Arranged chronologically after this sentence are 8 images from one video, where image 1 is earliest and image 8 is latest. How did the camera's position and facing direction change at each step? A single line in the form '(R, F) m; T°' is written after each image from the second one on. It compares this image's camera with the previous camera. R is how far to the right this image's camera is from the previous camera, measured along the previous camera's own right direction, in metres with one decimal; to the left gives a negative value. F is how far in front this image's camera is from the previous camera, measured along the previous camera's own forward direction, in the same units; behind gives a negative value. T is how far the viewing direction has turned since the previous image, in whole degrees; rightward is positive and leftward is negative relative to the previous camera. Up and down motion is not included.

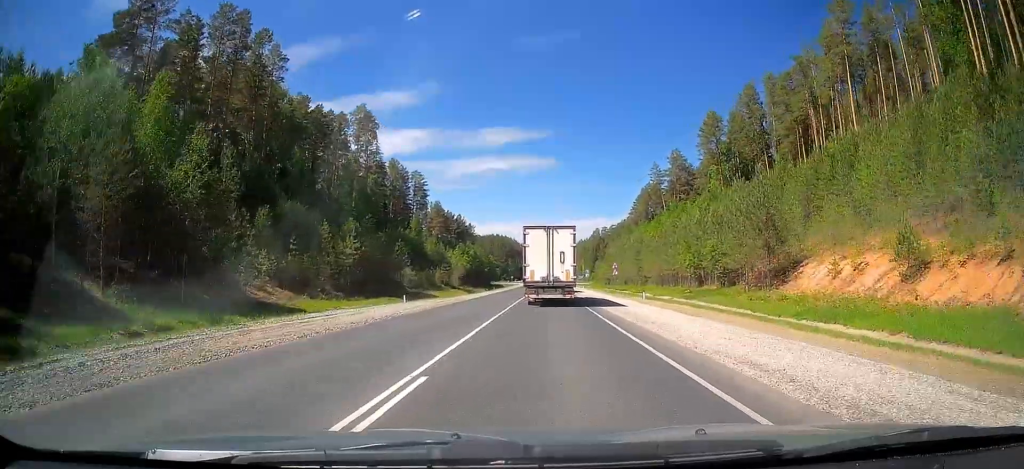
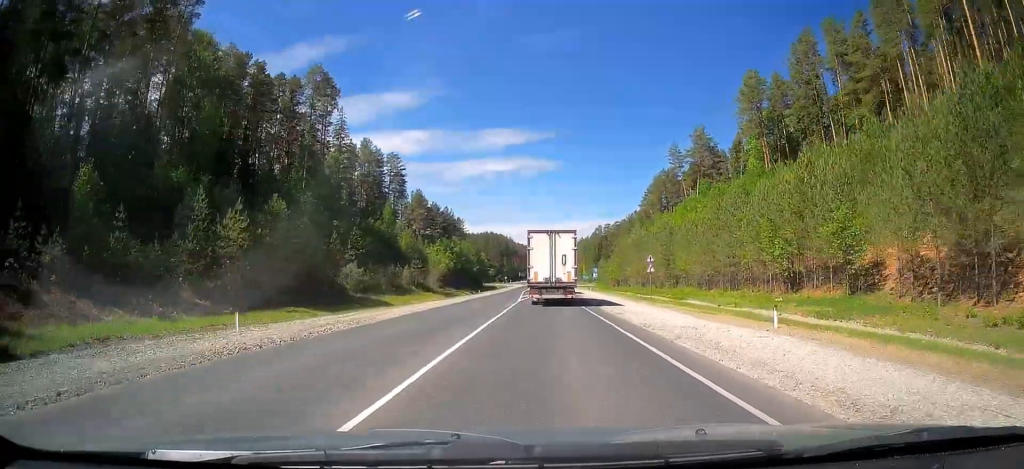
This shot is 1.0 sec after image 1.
(+0.2, +23.0) m; -1°
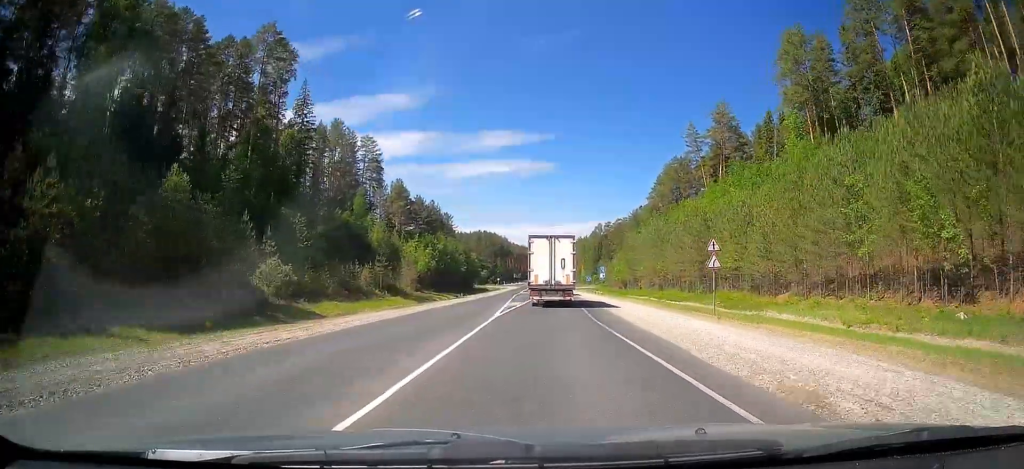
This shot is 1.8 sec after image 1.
(-0.4, +16.8) m; 0°
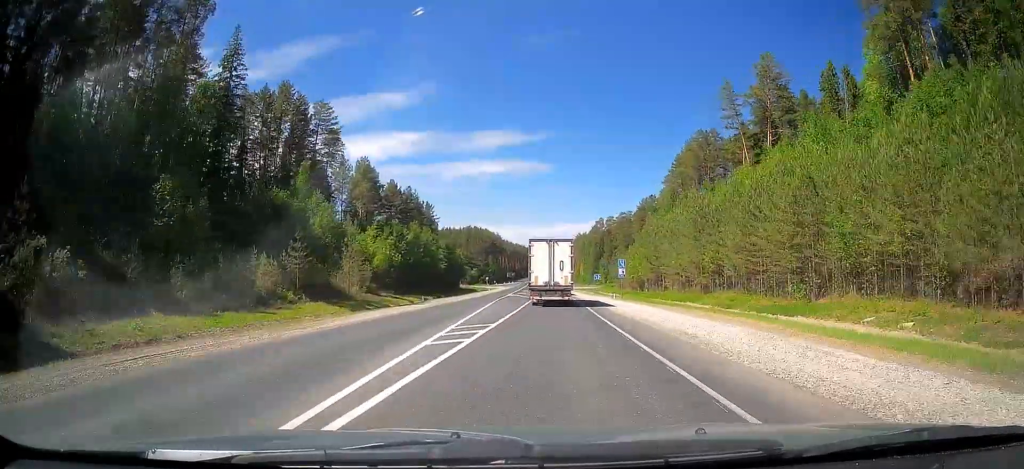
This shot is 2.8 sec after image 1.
(+0.3, +23.0) m; +1°
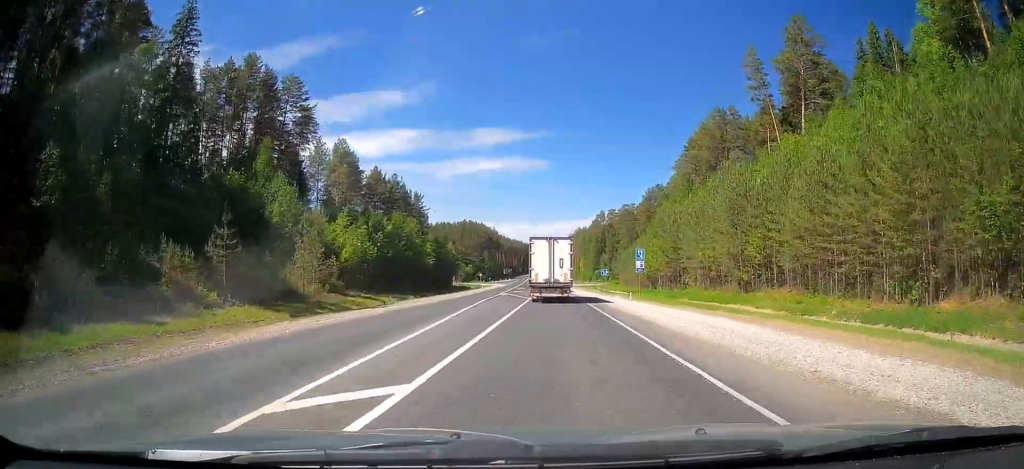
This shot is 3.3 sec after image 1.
(0.0, +11.4) m; +1°
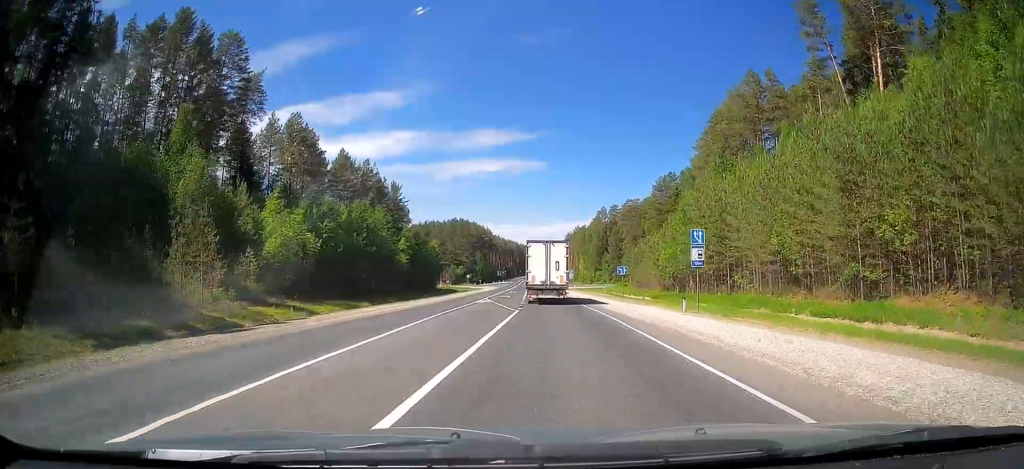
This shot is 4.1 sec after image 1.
(0.0, +17.6) m; +1°
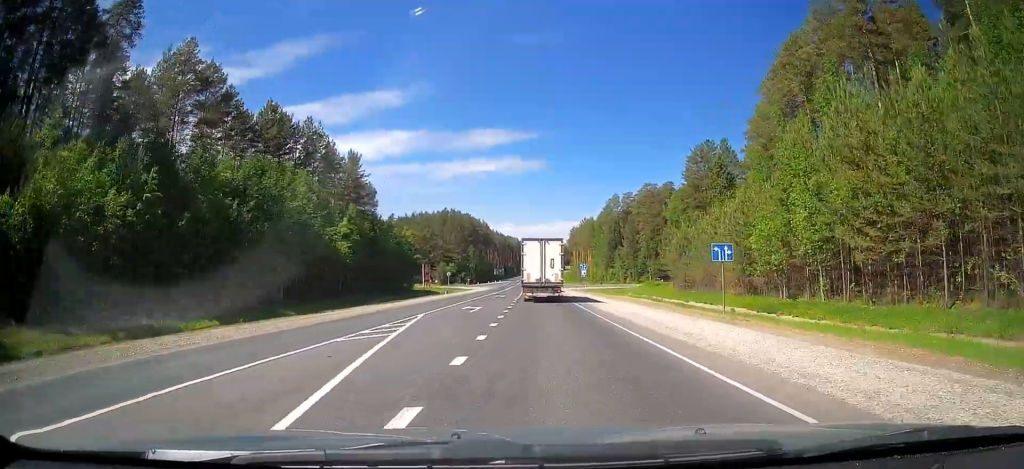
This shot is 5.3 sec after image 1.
(+0.2, +28.0) m; -1°
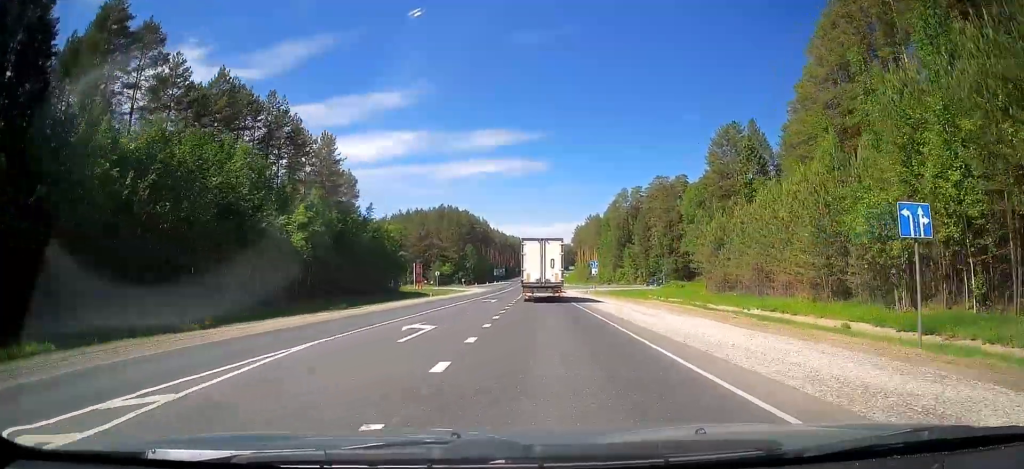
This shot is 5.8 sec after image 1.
(-0.3, +12.6) m; -1°
